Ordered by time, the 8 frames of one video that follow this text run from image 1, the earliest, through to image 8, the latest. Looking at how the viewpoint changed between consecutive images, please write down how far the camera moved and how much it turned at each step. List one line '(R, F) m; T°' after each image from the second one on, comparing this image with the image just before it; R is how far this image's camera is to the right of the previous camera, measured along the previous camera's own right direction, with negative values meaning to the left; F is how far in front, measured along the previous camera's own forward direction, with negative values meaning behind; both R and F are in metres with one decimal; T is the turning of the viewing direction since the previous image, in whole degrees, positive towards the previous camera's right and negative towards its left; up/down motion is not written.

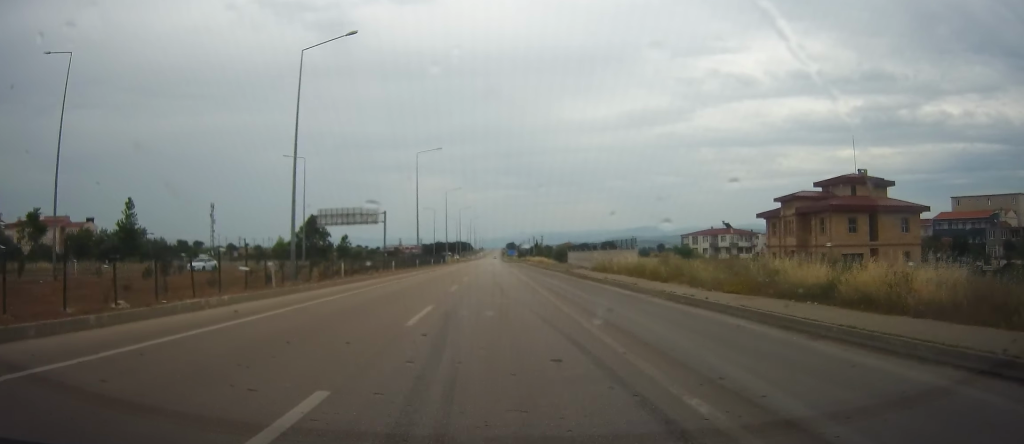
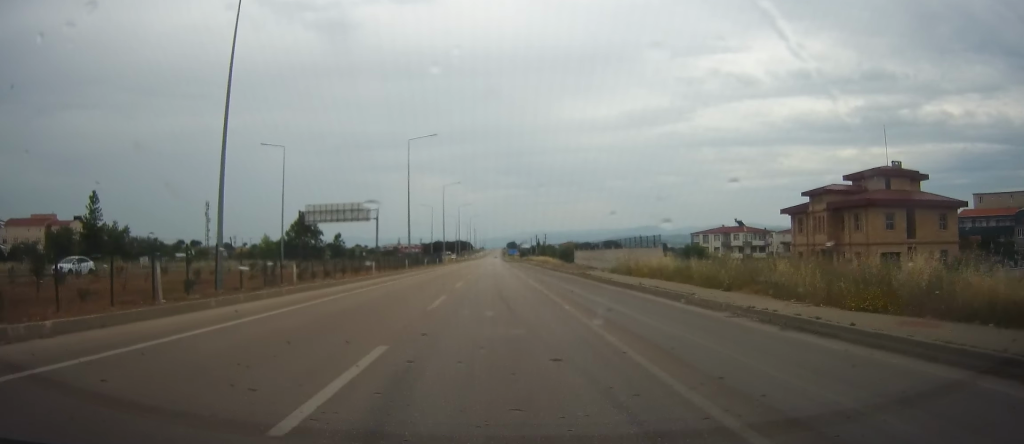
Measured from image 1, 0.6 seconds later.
(+0.1, +8.4) m; 0°
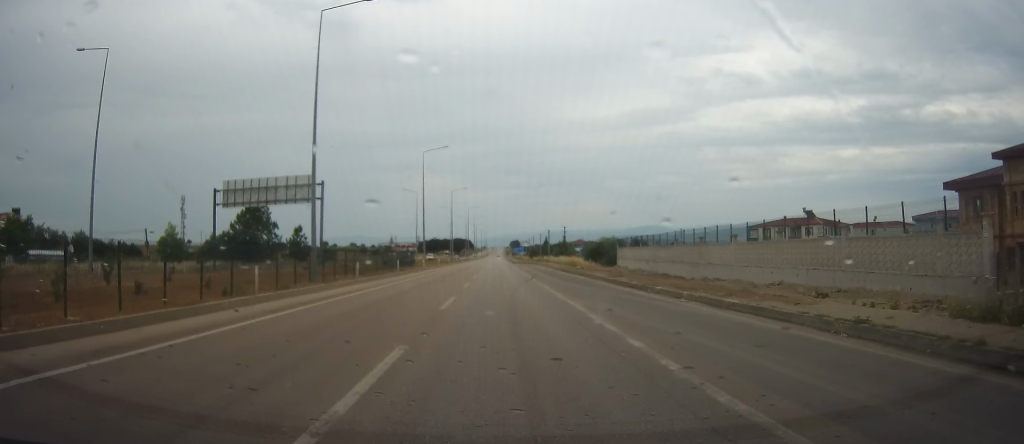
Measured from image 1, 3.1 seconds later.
(+0.3, +35.1) m; -1°
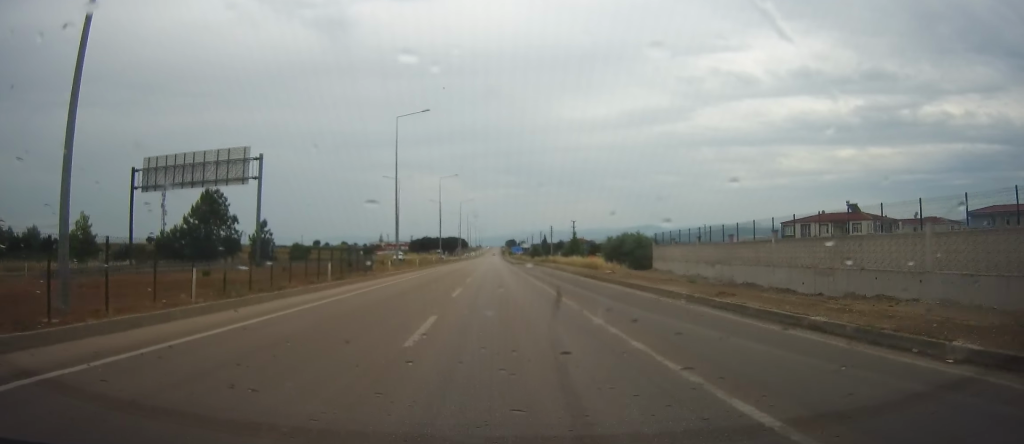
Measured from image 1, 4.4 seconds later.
(-0.5, +17.9) m; 0°
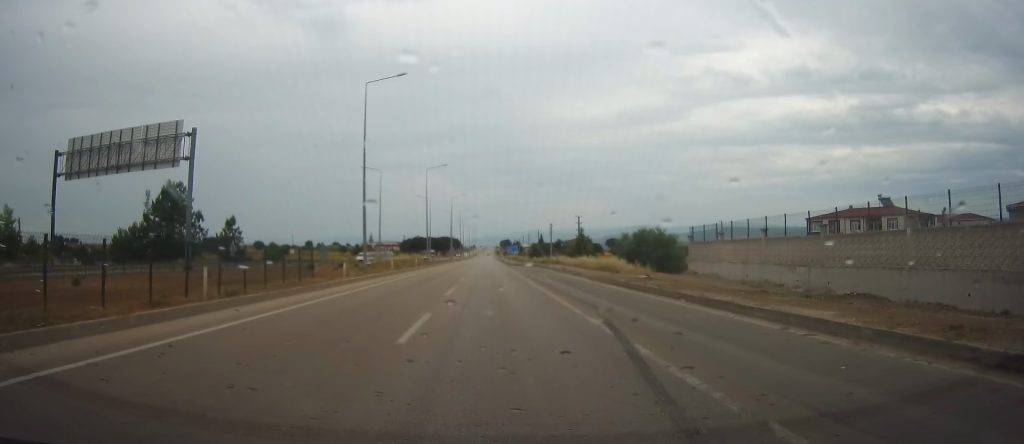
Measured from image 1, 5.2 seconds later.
(+0.5, +11.5) m; 0°
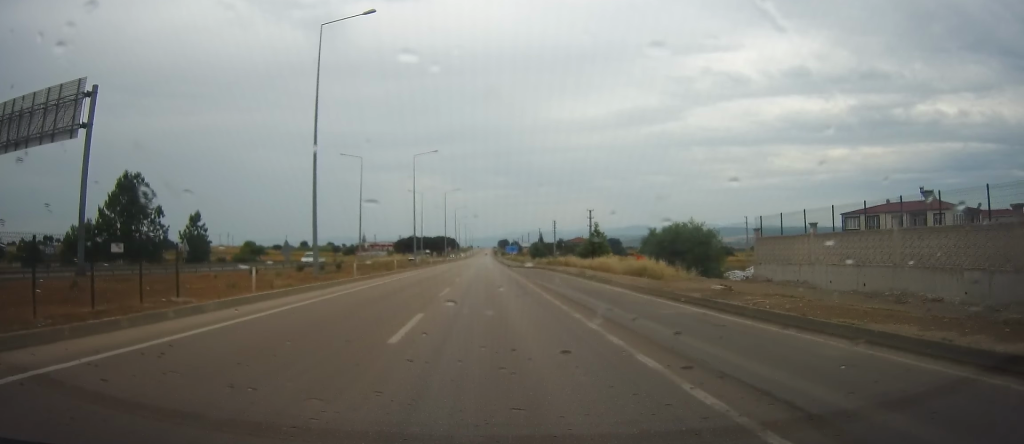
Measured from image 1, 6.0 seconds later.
(-0.5, +12.0) m; -1°
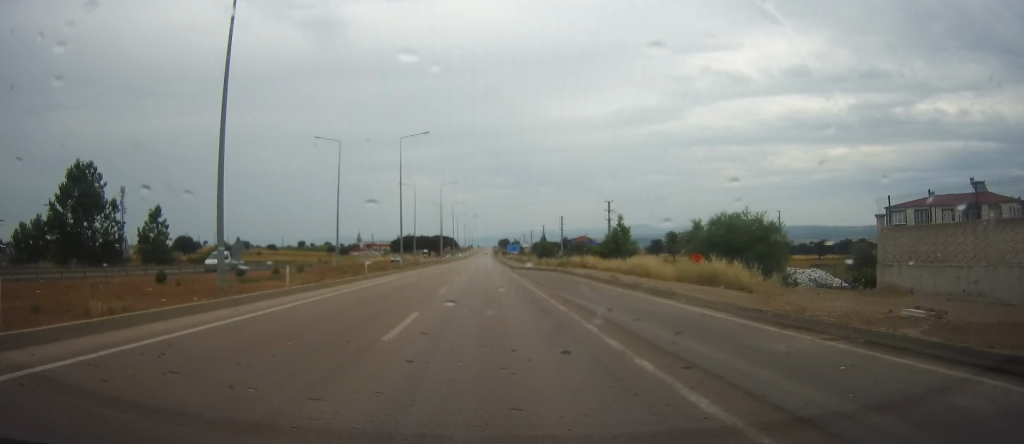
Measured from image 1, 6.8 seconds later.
(+0.1, +11.2) m; +1°
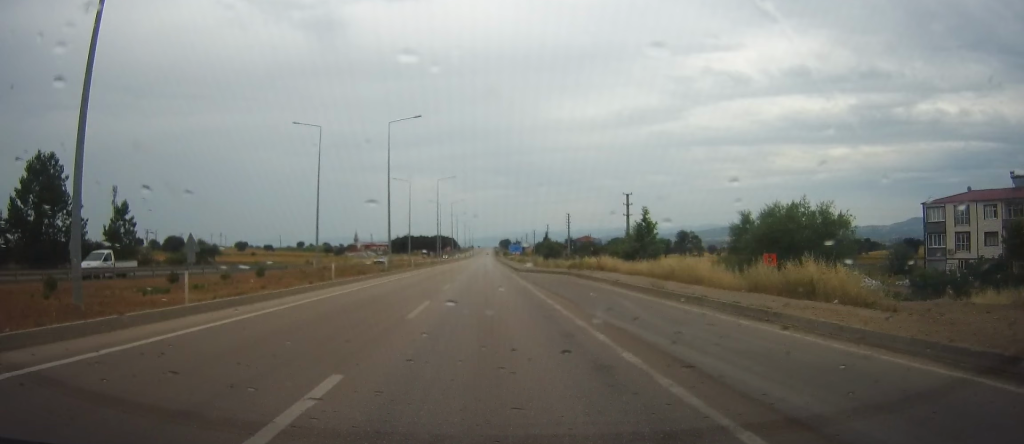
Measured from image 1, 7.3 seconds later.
(+0.1, +7.8) m; +1°
